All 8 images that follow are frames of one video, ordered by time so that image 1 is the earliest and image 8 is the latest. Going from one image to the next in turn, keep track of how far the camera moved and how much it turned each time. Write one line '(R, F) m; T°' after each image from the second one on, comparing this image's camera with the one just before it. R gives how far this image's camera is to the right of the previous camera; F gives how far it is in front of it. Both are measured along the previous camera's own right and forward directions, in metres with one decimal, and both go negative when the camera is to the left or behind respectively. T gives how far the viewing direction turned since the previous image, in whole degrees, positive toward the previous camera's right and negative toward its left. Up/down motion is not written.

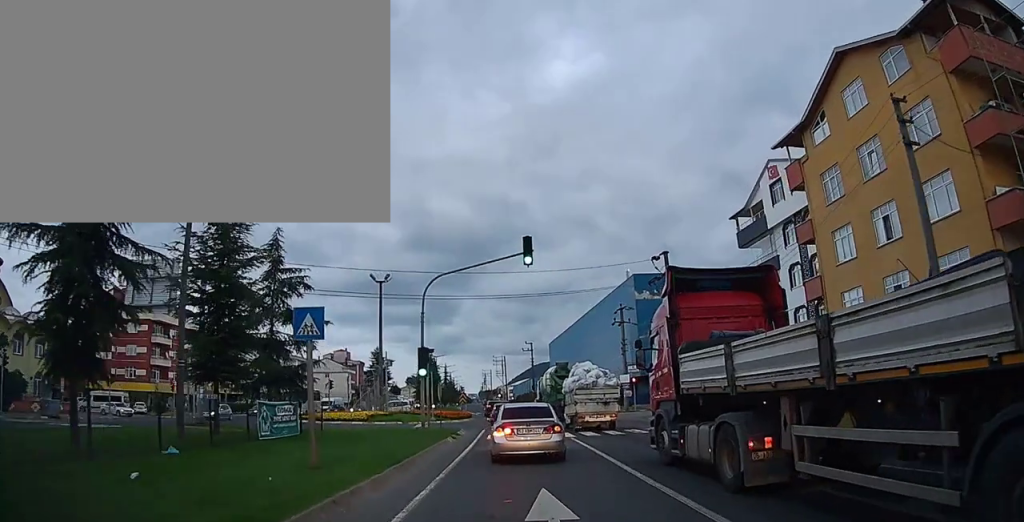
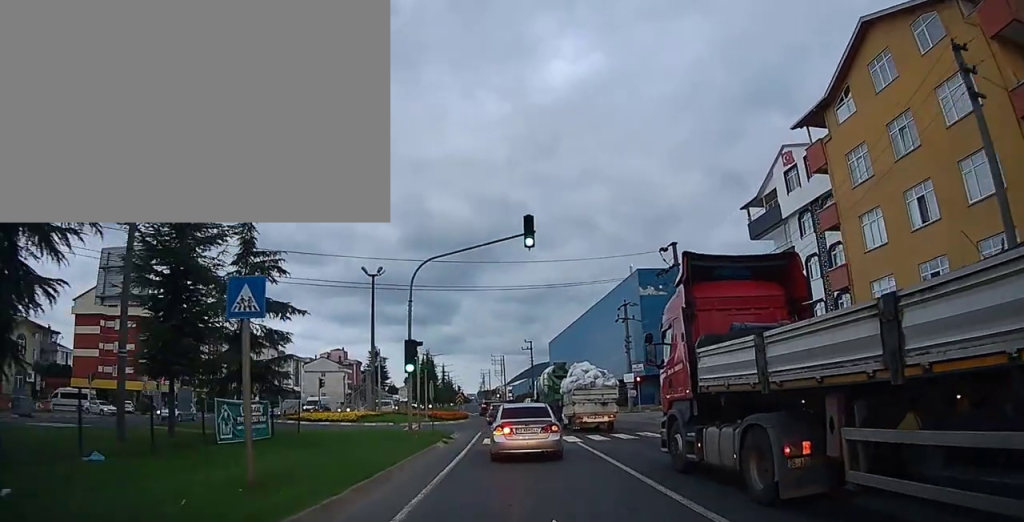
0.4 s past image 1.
(0.0, +1.3) m; -1°
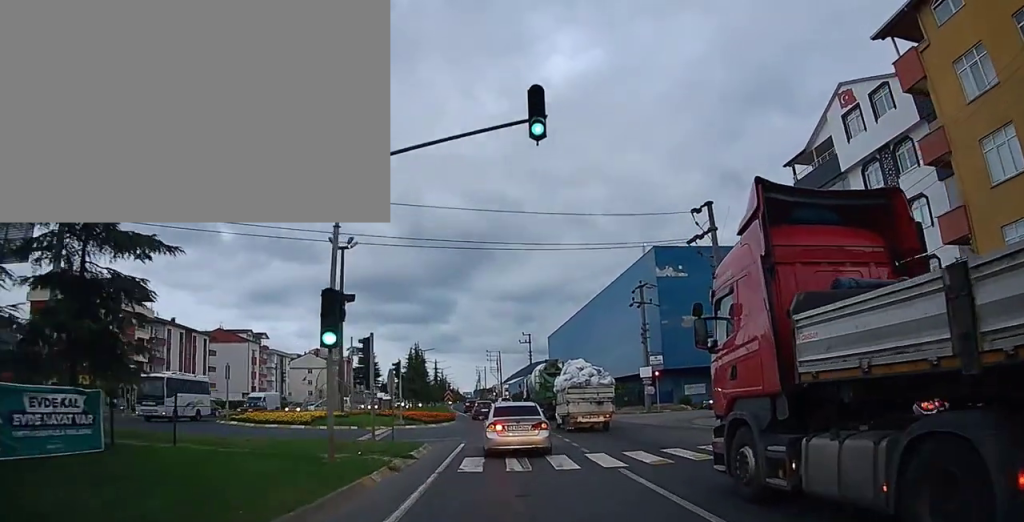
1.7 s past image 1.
(-0.2, +7.4) m; -2°
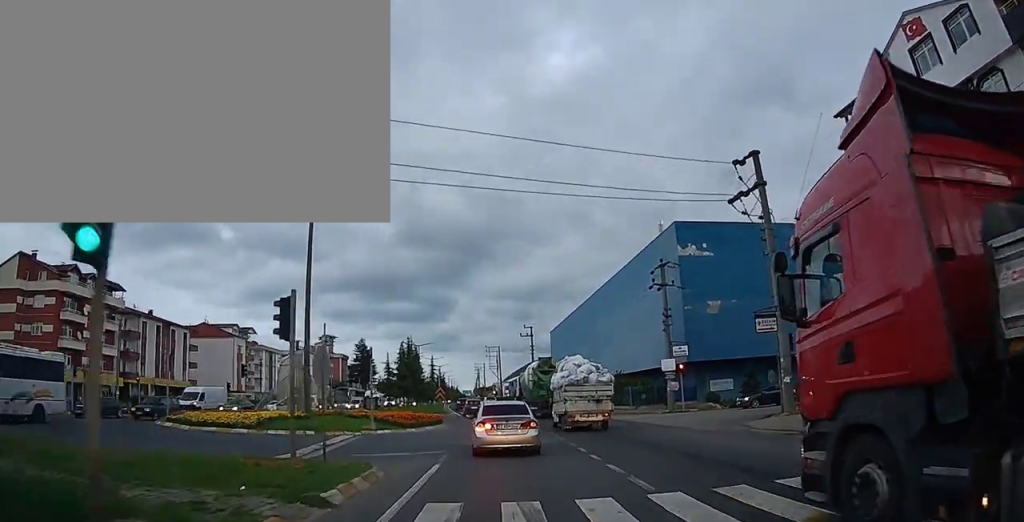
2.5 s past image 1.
(0.0, +6.8) m; -1°
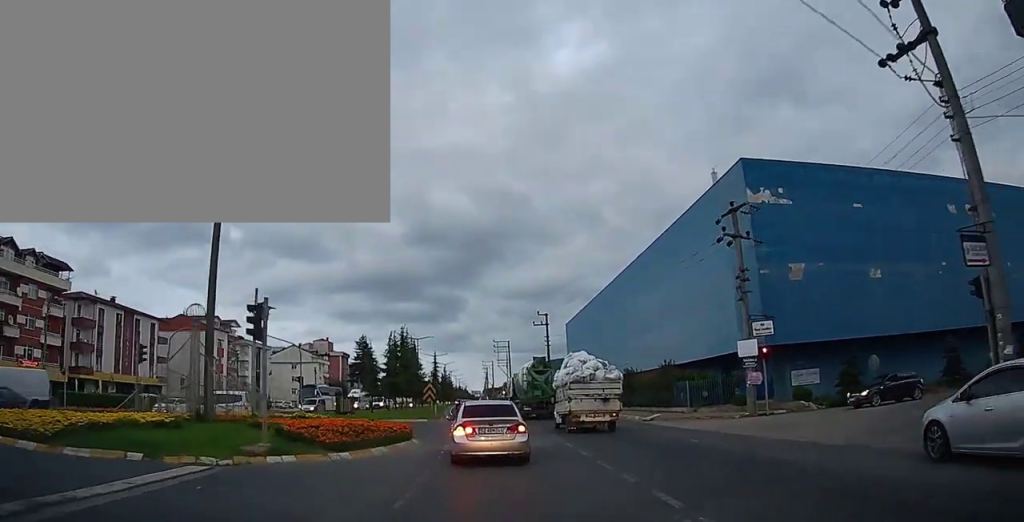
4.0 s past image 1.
(-0.1, +13.0) m; 0°
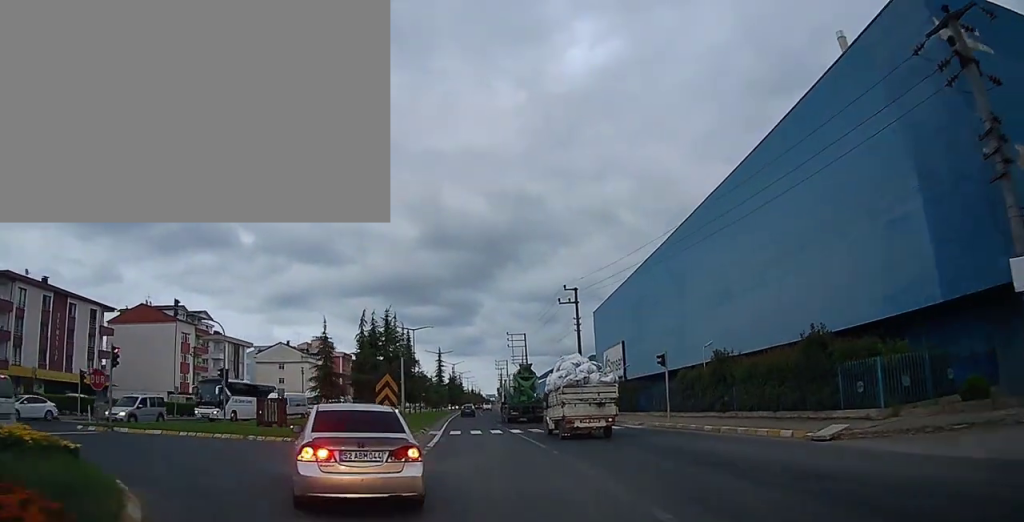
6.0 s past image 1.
(+0.2, +17.5) m; +1°
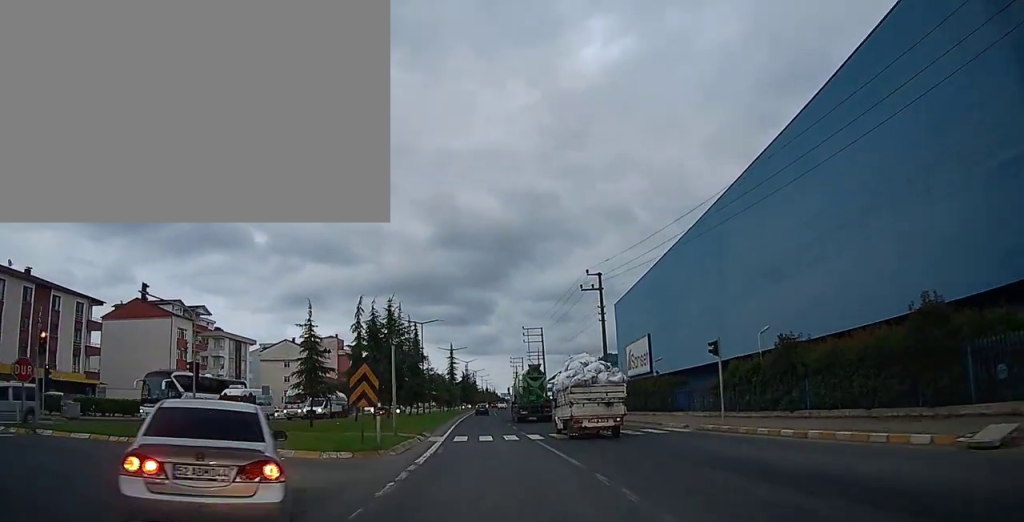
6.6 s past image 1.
(+0.2, +5.6) m; -1°
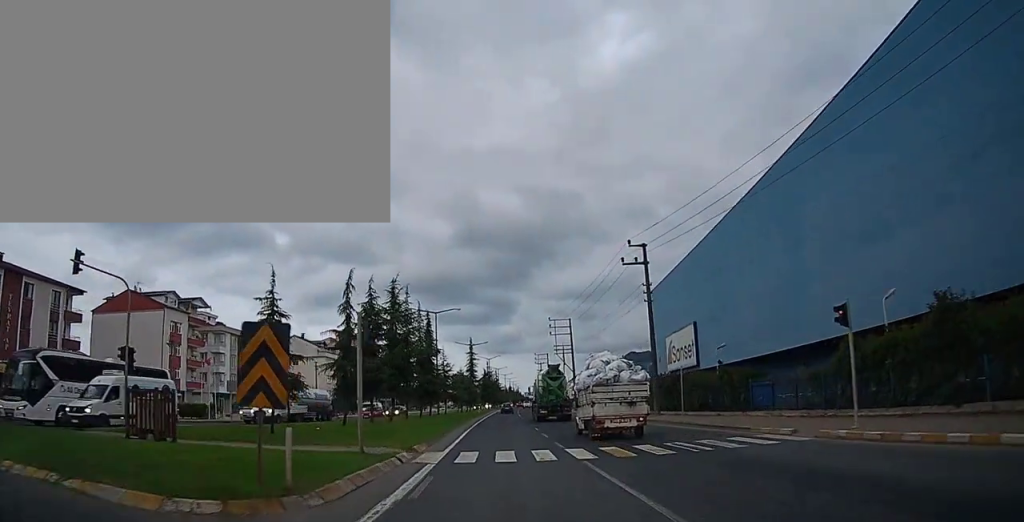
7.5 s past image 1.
(-0.4, +7.9) m; -2°
